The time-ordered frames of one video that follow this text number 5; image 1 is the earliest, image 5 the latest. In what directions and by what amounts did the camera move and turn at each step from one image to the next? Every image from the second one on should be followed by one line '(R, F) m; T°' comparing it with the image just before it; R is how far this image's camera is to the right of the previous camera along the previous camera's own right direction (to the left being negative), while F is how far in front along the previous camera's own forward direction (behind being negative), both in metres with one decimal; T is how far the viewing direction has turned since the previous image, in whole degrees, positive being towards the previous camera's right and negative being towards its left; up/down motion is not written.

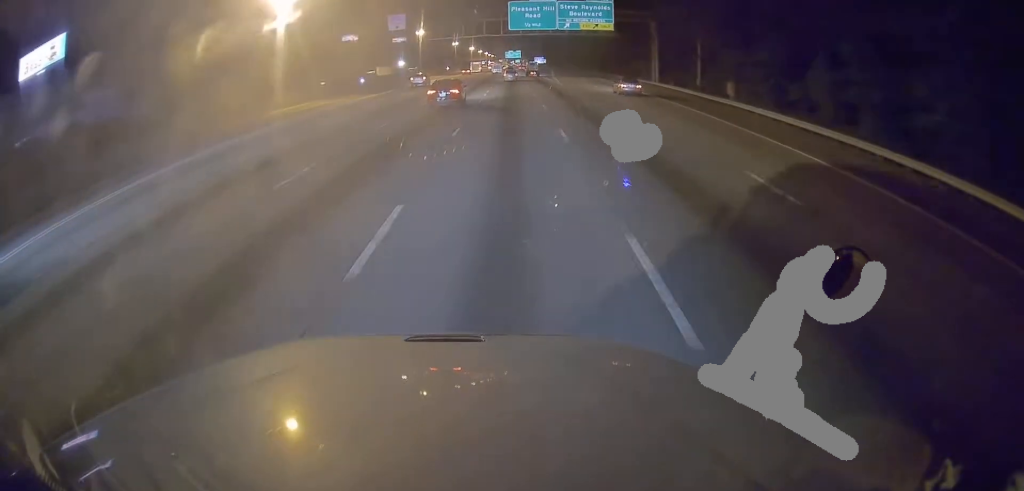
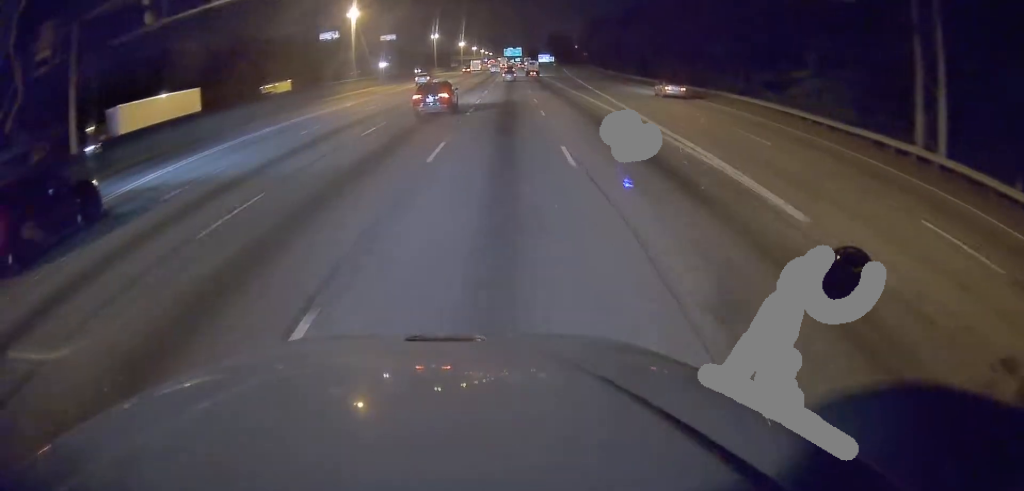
(+0.2, +53.9) m; 0°
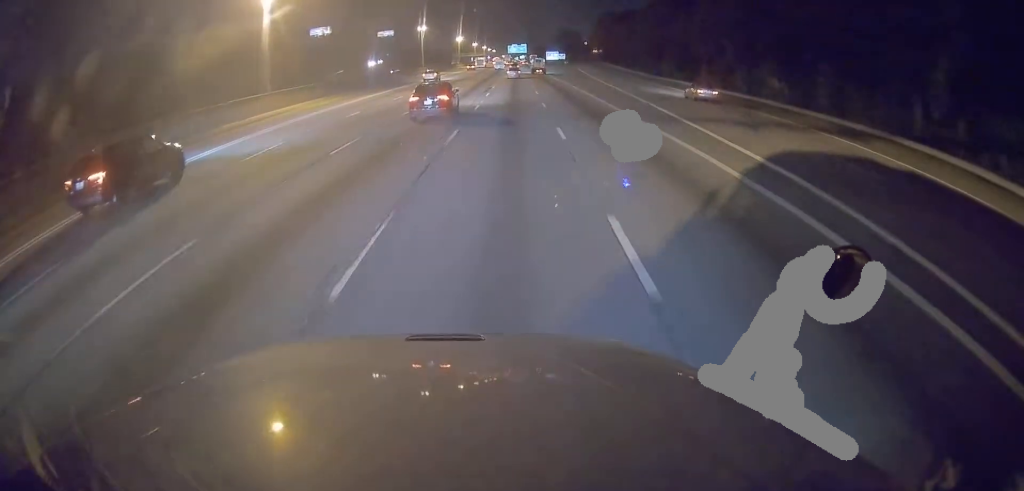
(-0.2, +28.1) m; 0°
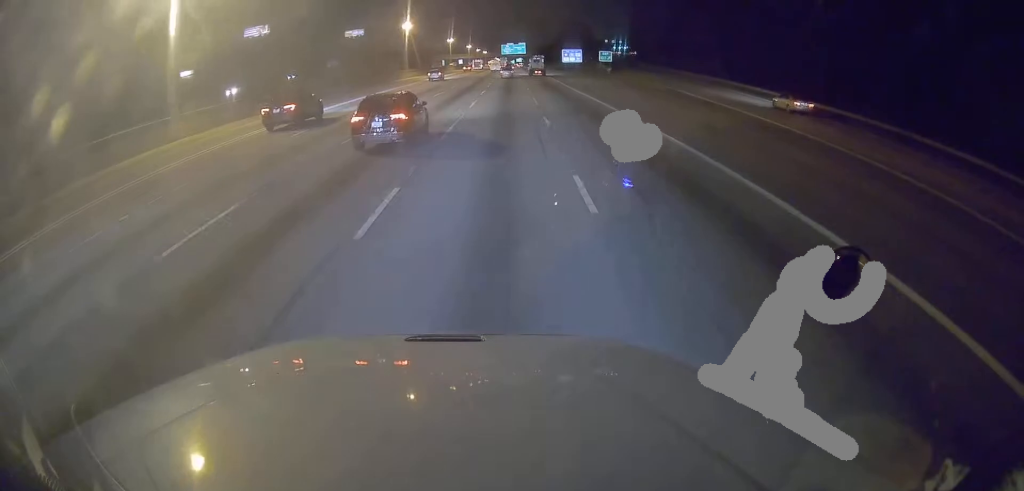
(+1.3, +94.2) m; +1°
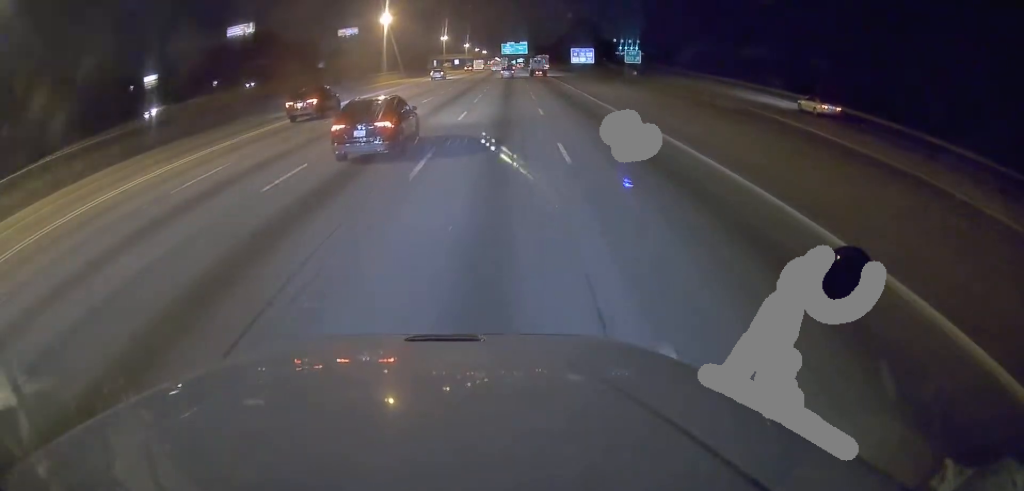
(0.0, +19.6) m; -1°
